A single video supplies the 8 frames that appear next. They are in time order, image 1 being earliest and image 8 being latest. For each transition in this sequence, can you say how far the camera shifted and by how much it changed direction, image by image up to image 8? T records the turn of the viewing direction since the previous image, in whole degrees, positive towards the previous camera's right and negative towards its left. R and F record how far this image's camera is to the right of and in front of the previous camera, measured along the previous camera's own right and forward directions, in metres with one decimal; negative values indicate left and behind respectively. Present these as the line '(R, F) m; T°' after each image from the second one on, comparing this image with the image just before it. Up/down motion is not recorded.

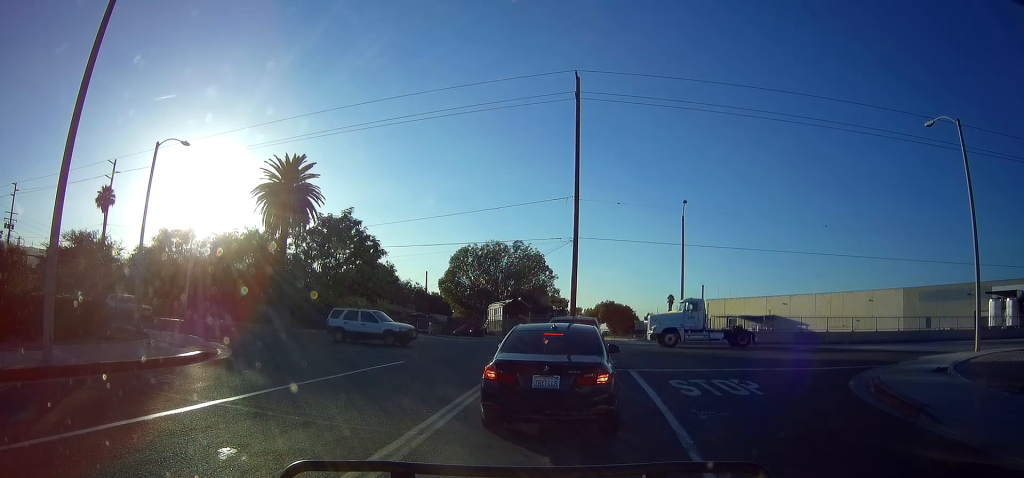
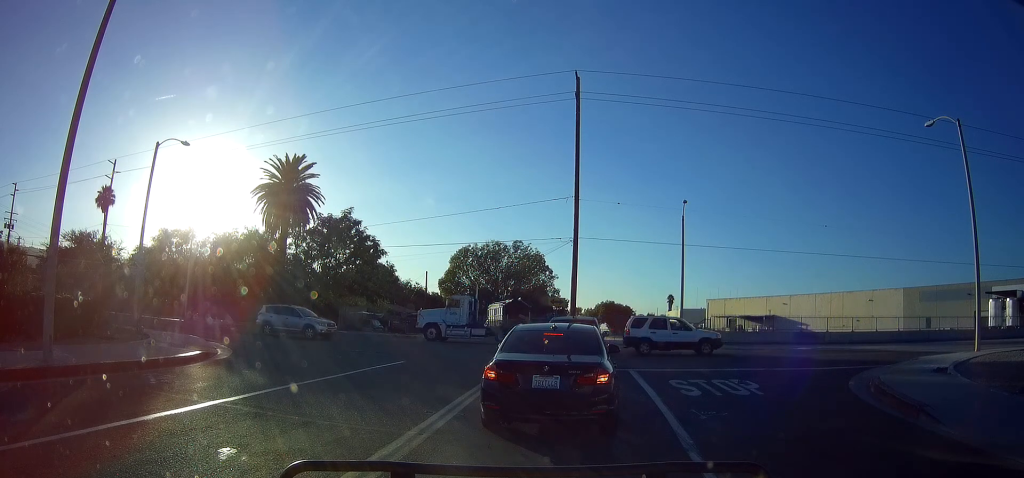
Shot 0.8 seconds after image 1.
(0.0, 0.0) m; 0°
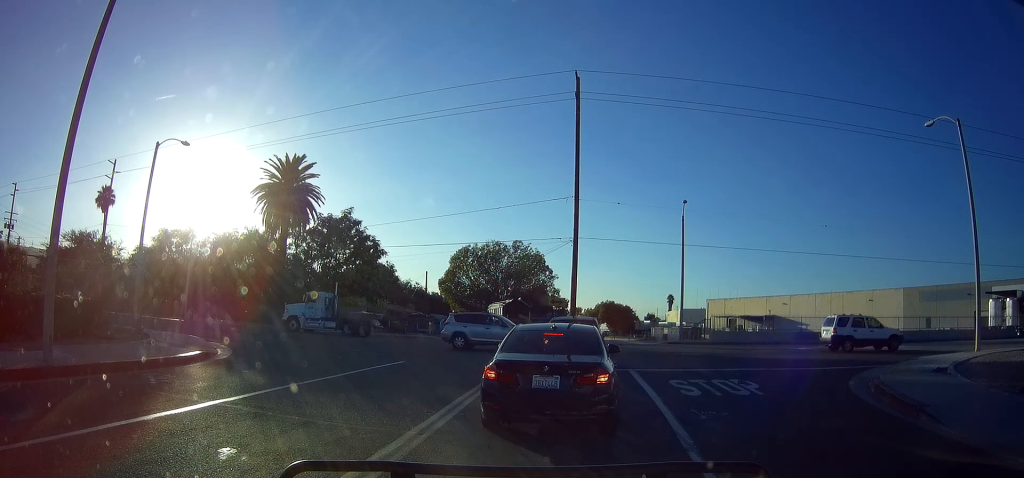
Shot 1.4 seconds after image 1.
(0.0, 0.0) m; 0°
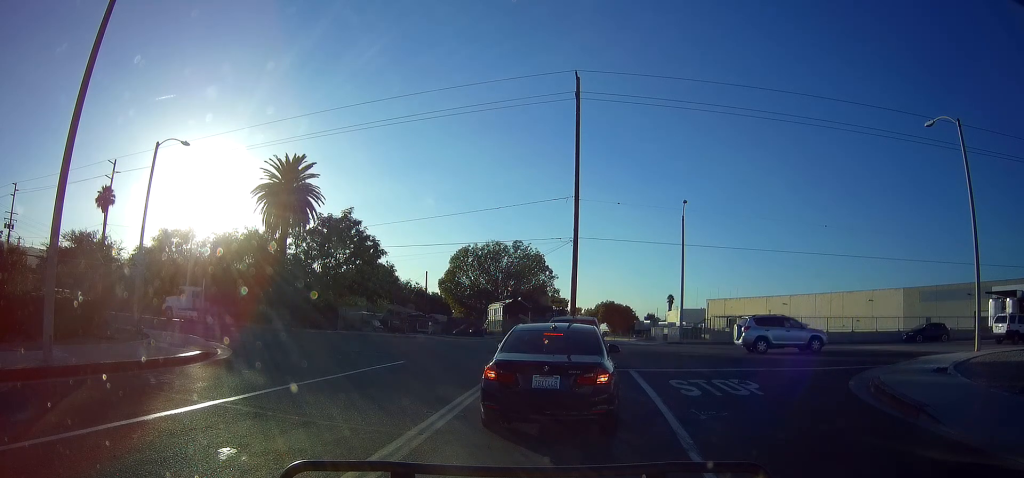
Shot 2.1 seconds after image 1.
(0.0, 0.0) m; 0°
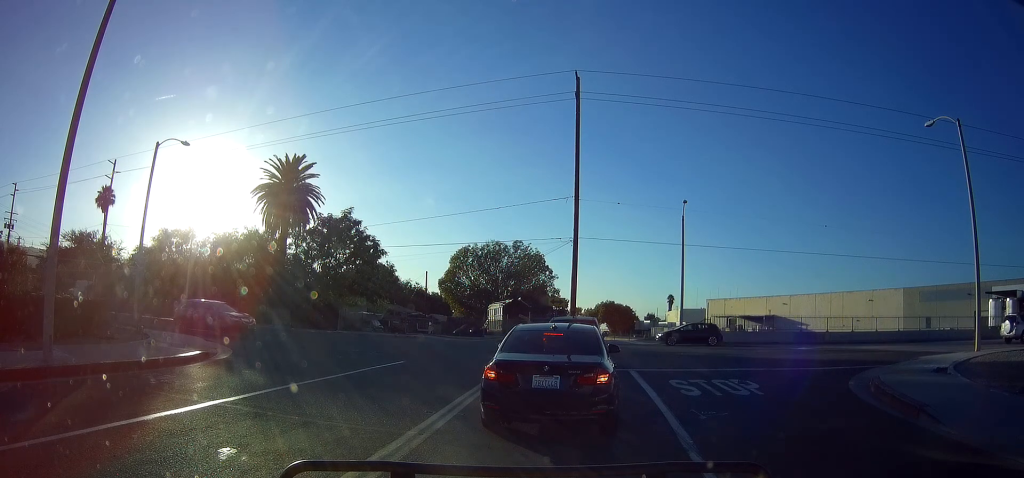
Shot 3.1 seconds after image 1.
(0.0, 0.0) m; 0°
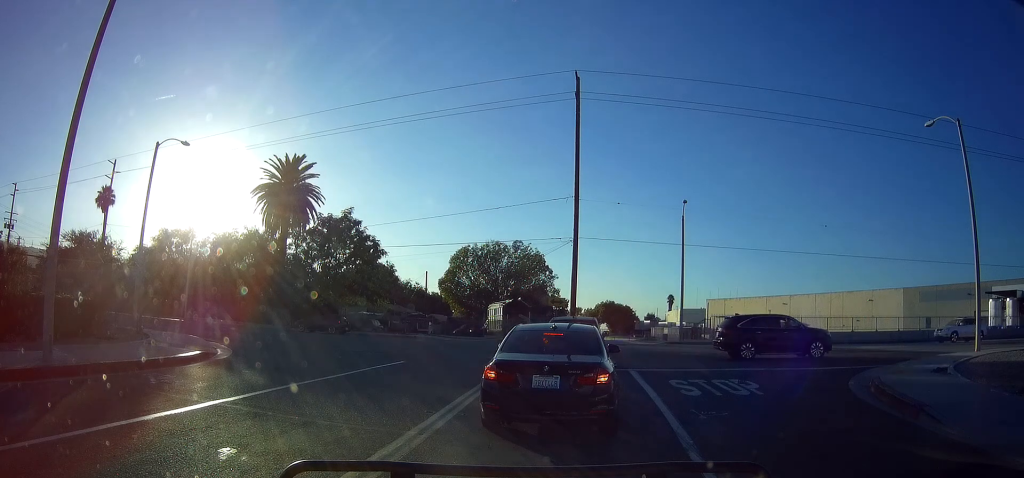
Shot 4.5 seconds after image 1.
(0.0, 0.0) m; 0°
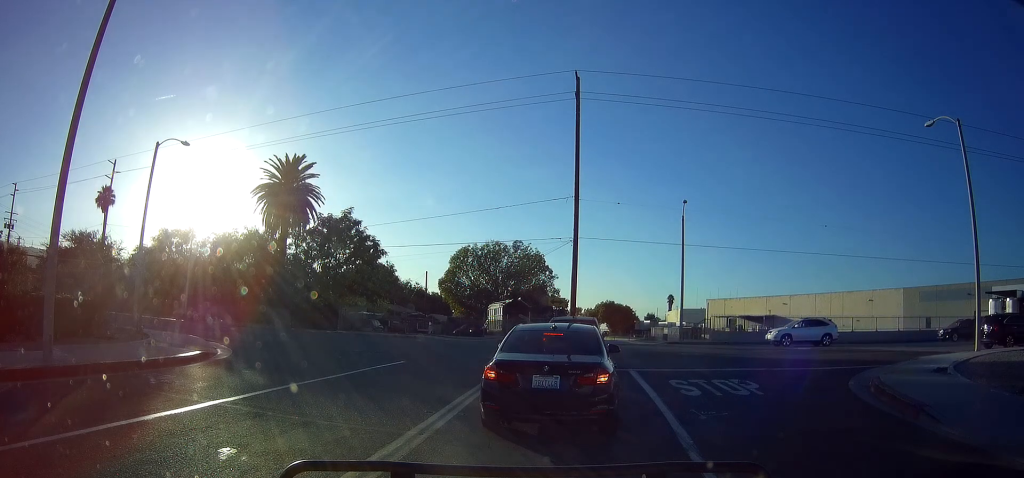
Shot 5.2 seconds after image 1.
(0.0, 0.0) m; 0°
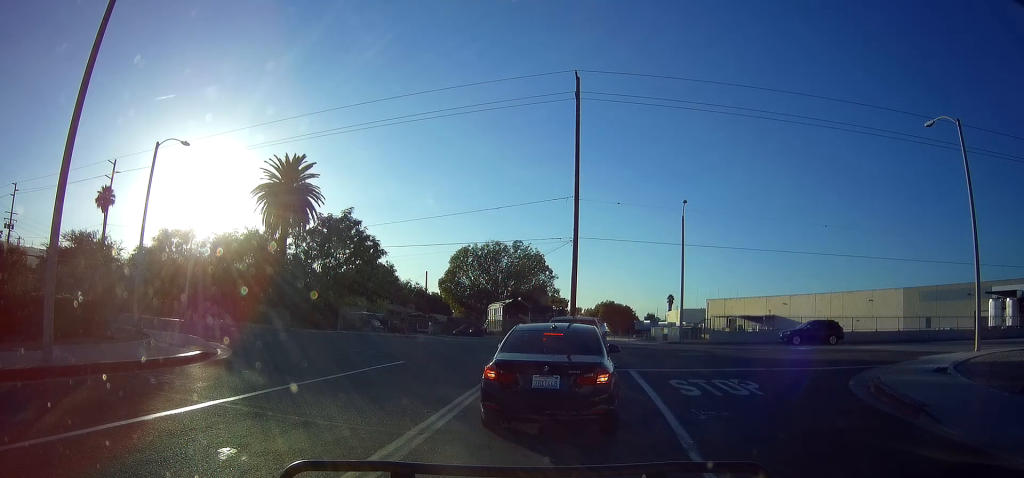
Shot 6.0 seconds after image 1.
(0.0, 0.0) m; 0°
